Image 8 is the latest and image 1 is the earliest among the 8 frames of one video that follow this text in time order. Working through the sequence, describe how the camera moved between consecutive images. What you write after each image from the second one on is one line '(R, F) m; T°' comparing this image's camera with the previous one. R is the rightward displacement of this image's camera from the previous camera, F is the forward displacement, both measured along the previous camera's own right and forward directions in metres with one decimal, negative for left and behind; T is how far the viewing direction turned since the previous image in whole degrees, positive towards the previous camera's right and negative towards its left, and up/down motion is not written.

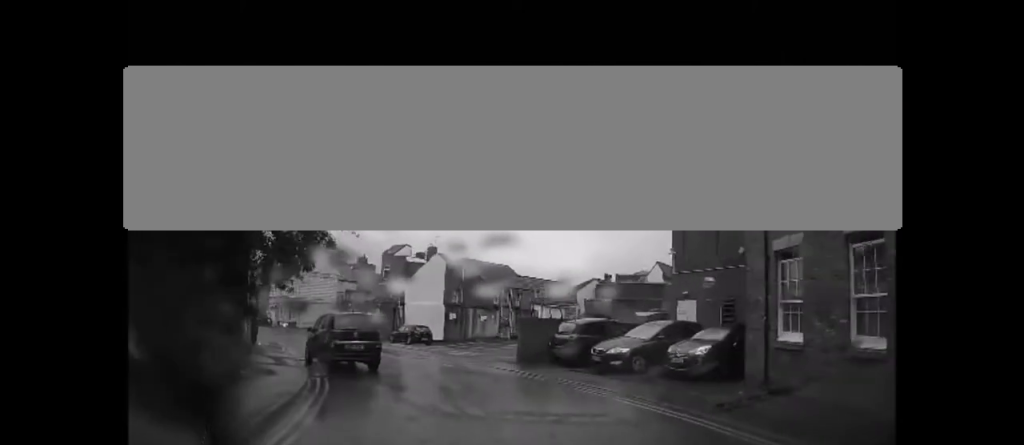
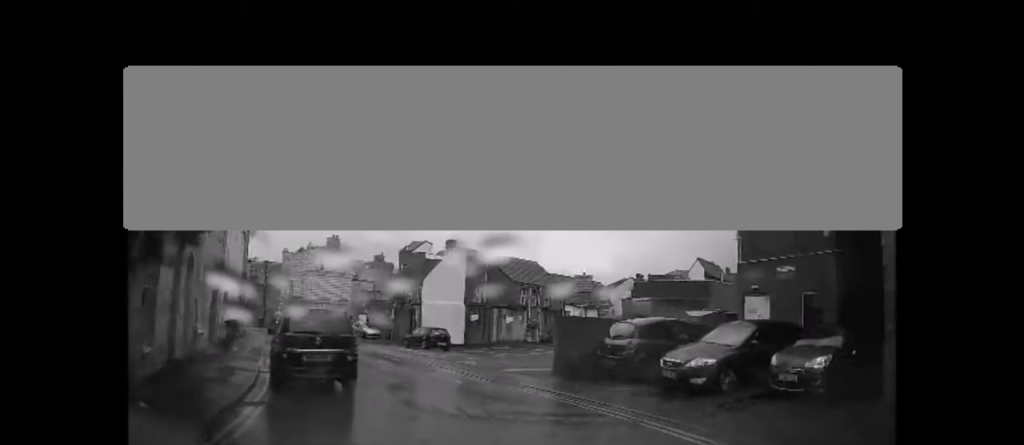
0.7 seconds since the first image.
(-0.2, +4.5) m; -4°
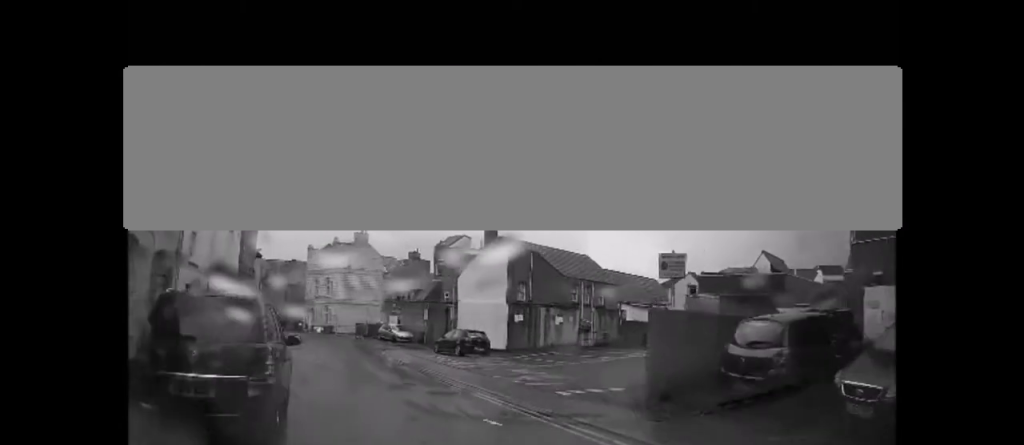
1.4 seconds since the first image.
(0.0, +5.2) m; -5°
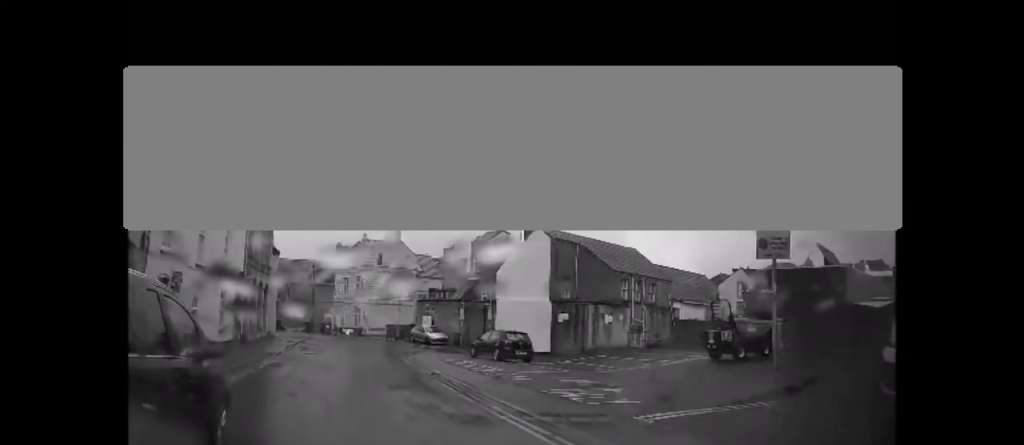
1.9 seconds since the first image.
(-0.2, +3.2) m; -7°
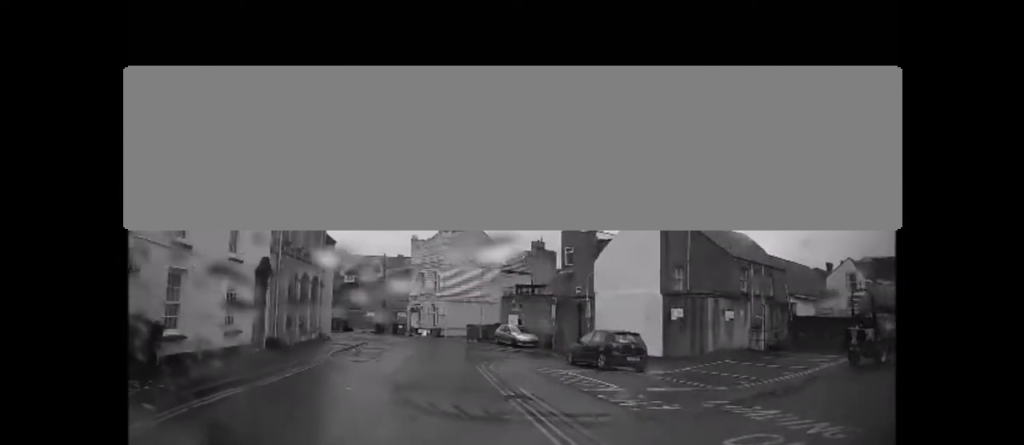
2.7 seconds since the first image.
(-0.4, +5.1) m; -10°
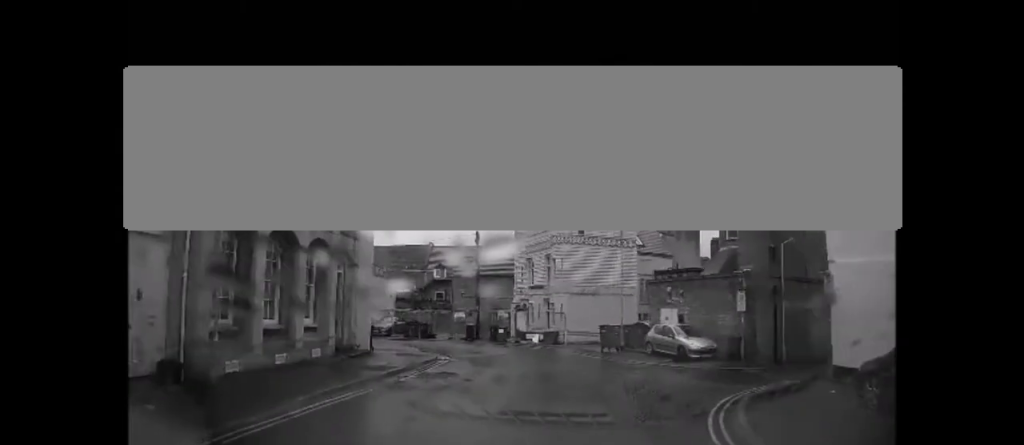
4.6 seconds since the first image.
(-1.4, +12.1) m; -7°
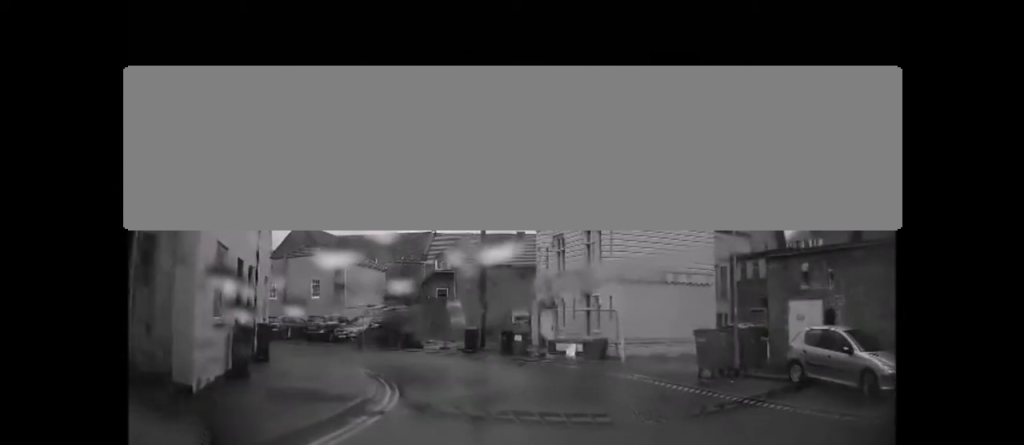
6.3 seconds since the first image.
(-0.2, +9.6) m; -18°
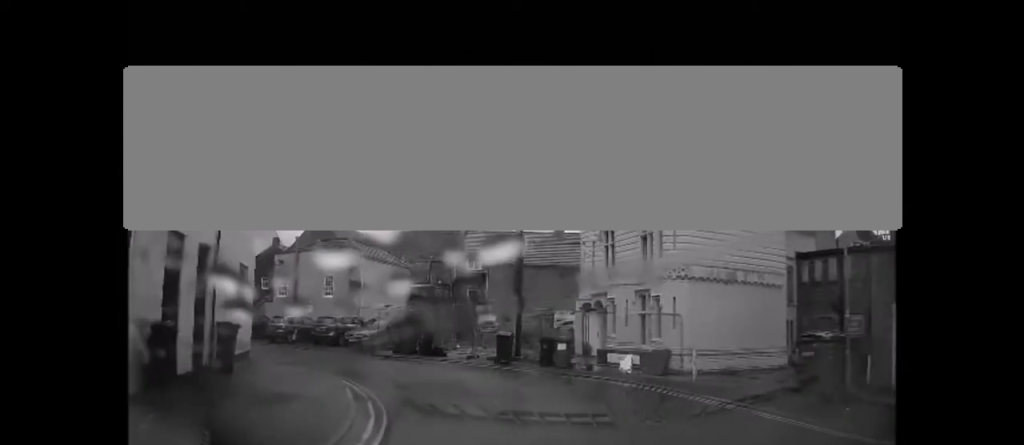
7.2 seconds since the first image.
(-1.2, +3.3) m; -18°
